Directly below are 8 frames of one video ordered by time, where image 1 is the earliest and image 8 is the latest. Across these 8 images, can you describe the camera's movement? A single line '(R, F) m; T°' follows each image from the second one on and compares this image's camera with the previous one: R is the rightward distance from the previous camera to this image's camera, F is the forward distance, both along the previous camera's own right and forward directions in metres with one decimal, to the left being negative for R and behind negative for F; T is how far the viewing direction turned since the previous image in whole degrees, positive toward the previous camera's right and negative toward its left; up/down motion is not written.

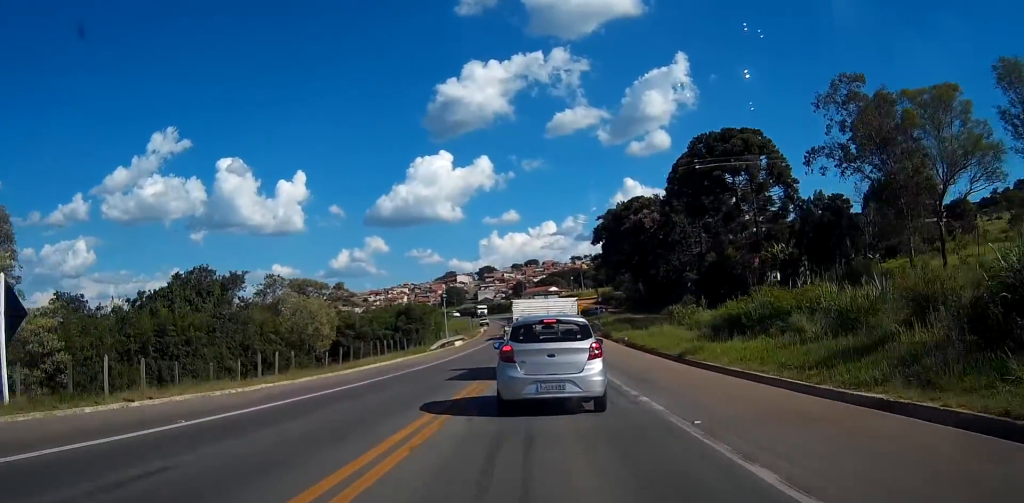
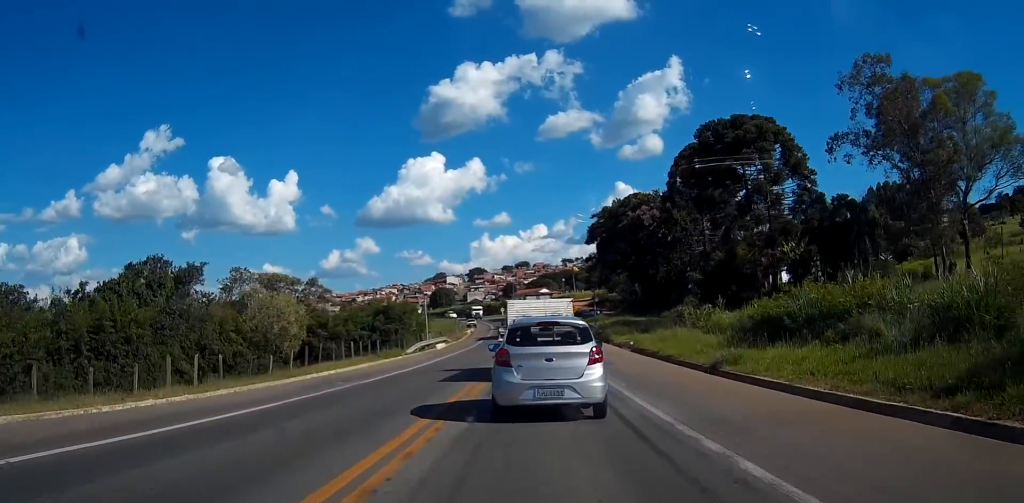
(0.0, +7.3) m; +1°
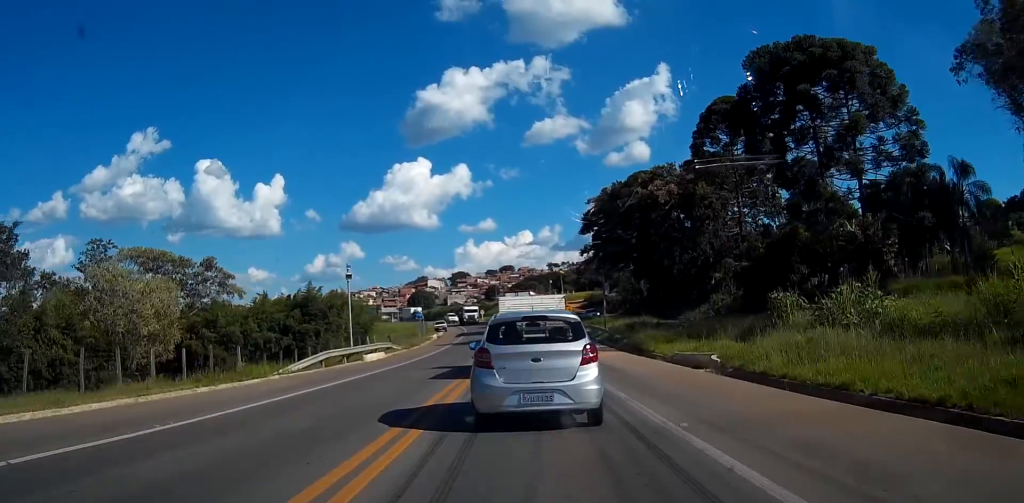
(+0.5, +23.1) m; +1°
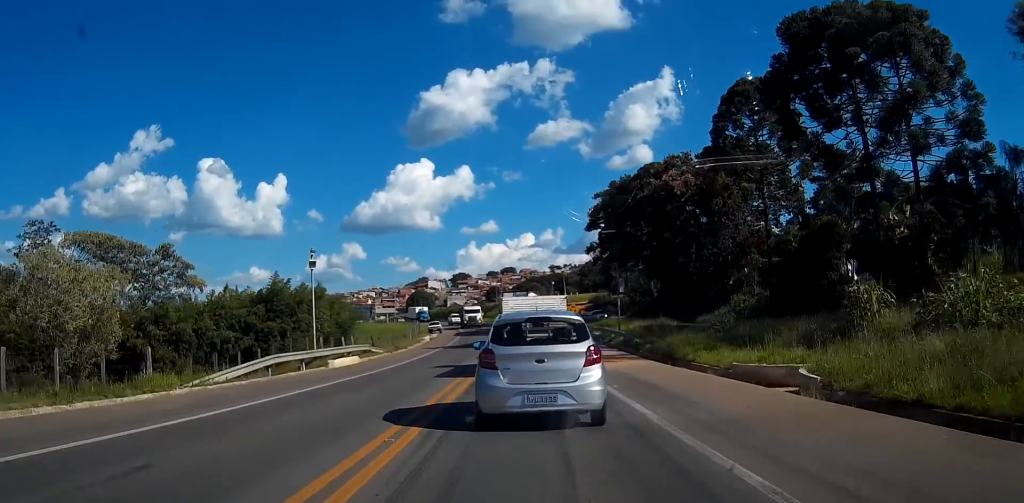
(-0.1, +7.5) m; 0°
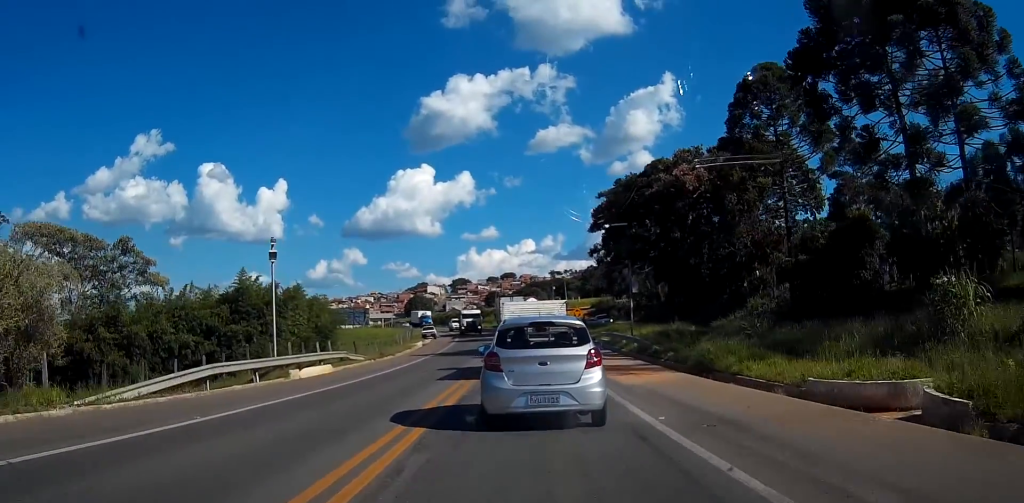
(0.0, +5.6) m; 0°
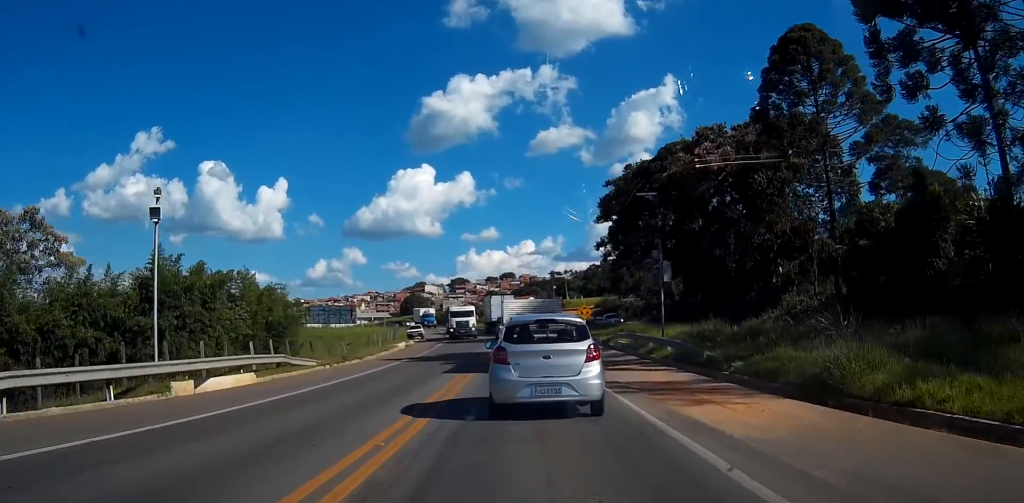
(0.0, +9.7) m; +1°
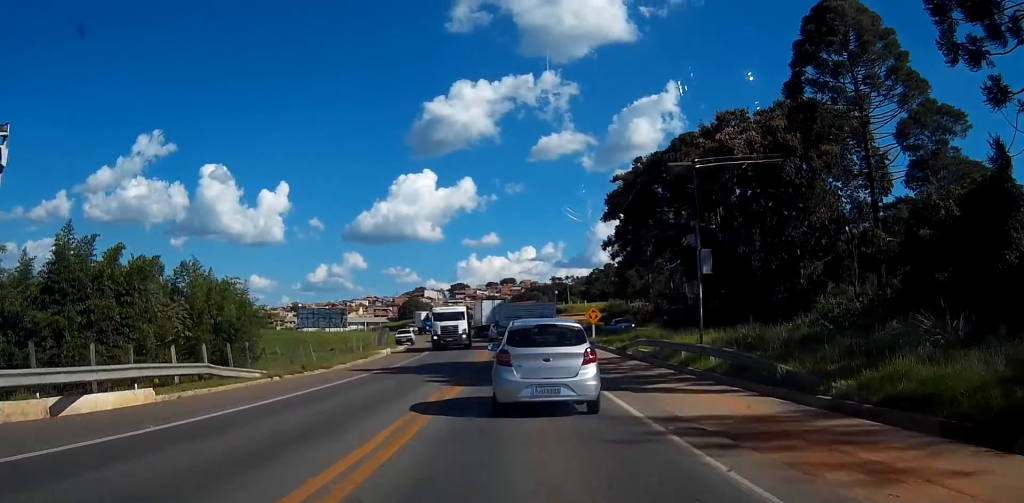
(+0.1, +7.1) m; +1°
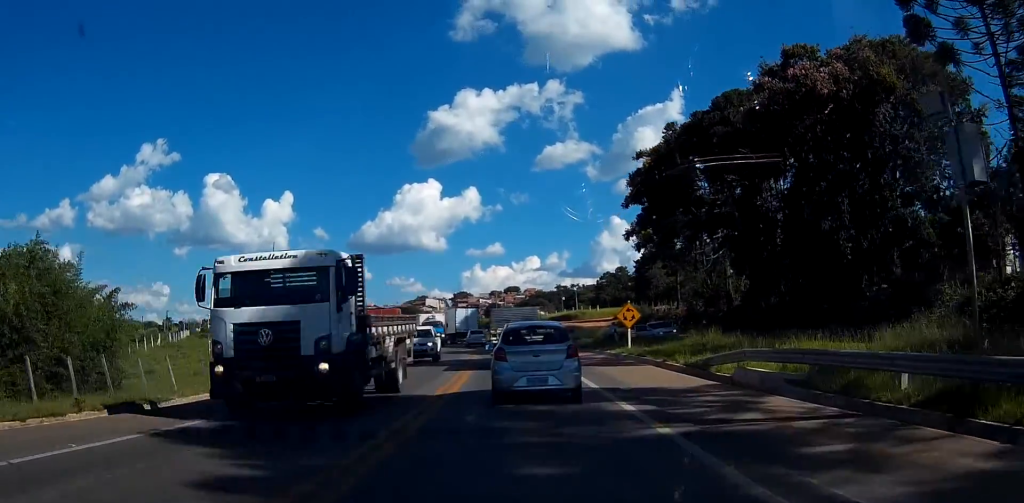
(+0.2, +16.5) m; 0°
